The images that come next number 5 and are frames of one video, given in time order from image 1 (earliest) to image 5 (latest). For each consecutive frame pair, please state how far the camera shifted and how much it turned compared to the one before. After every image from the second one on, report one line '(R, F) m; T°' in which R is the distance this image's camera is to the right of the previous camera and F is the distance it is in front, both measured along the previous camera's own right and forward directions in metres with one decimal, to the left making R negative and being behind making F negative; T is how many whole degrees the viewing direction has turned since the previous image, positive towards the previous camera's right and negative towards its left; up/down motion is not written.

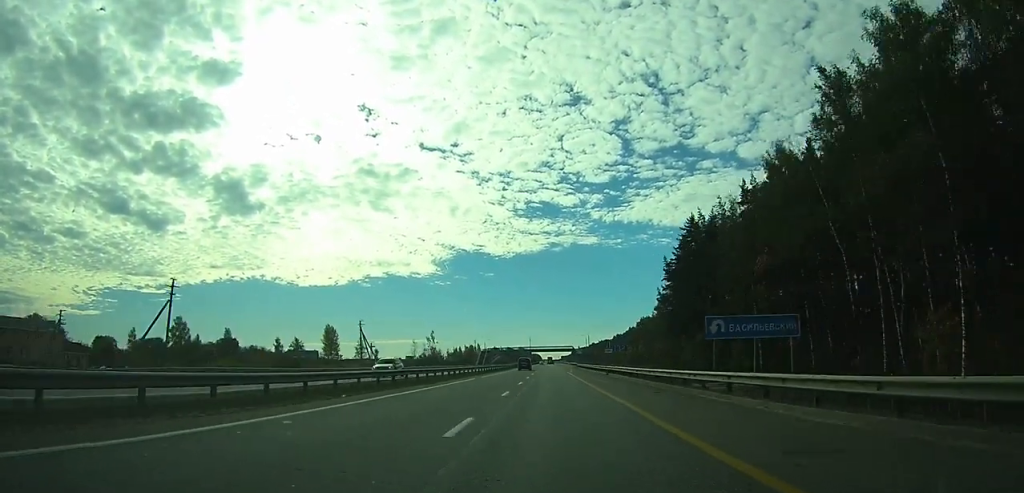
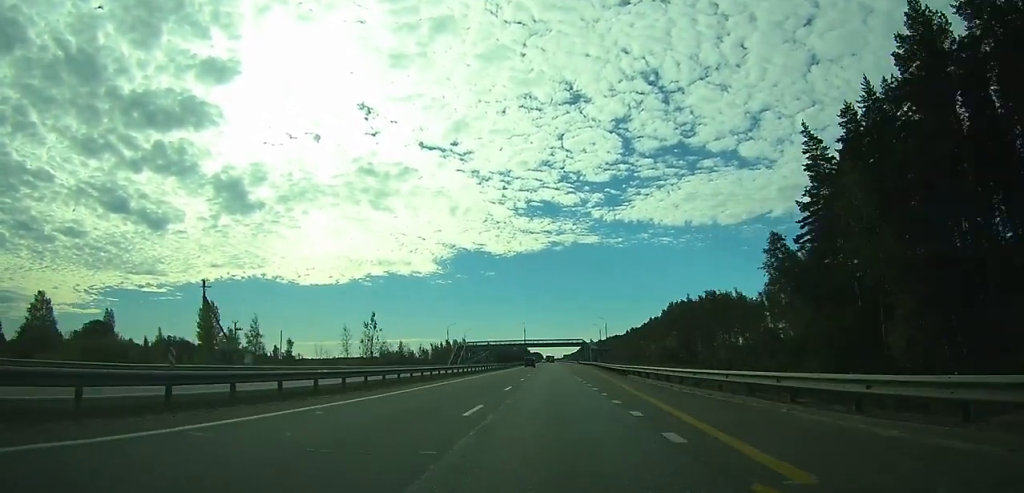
(-0.1, +68.9) m; 0°
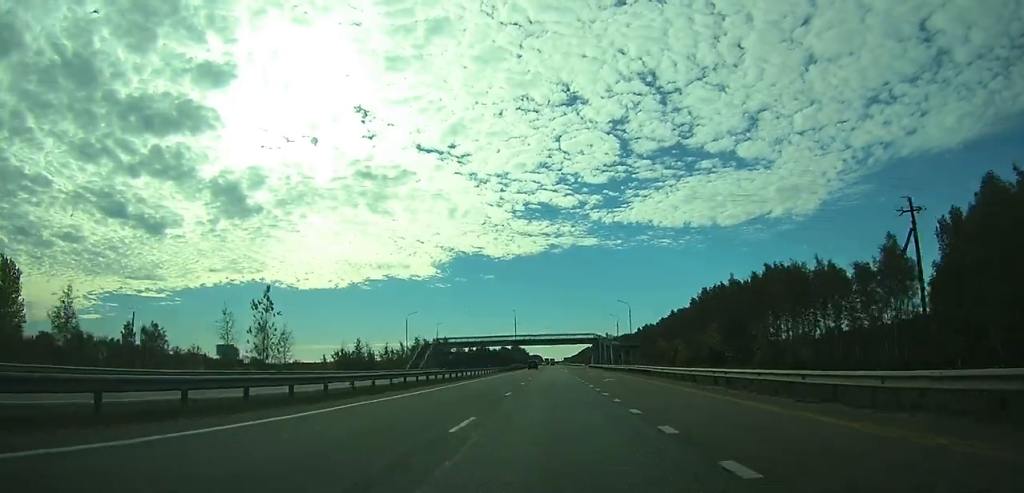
(-0.2, +50.7) m; 0°
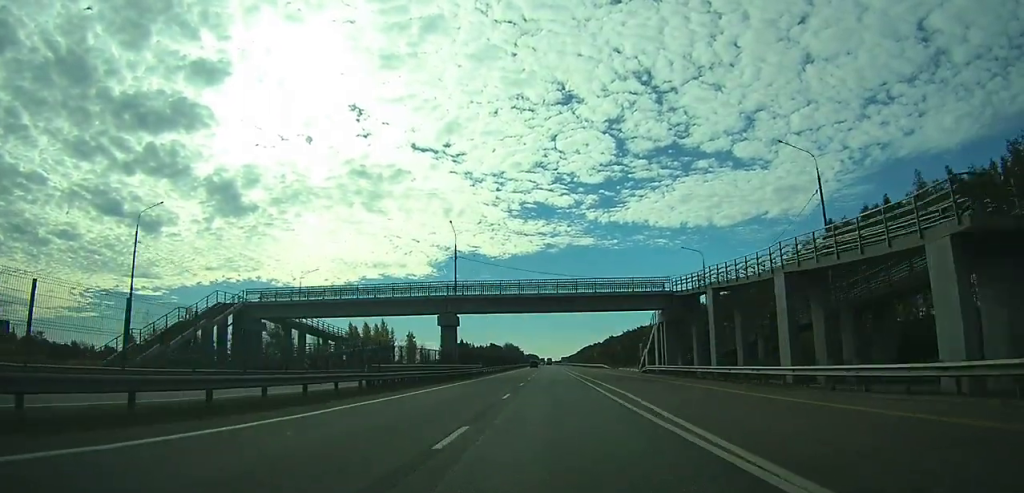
(-0.1, +85.5) m; 0°
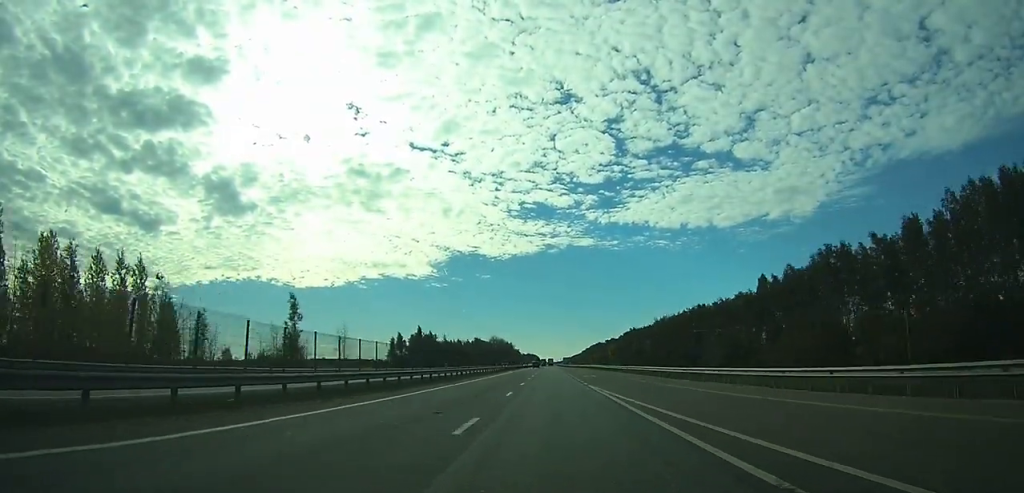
(+0.1, +116.9) m; 0°
